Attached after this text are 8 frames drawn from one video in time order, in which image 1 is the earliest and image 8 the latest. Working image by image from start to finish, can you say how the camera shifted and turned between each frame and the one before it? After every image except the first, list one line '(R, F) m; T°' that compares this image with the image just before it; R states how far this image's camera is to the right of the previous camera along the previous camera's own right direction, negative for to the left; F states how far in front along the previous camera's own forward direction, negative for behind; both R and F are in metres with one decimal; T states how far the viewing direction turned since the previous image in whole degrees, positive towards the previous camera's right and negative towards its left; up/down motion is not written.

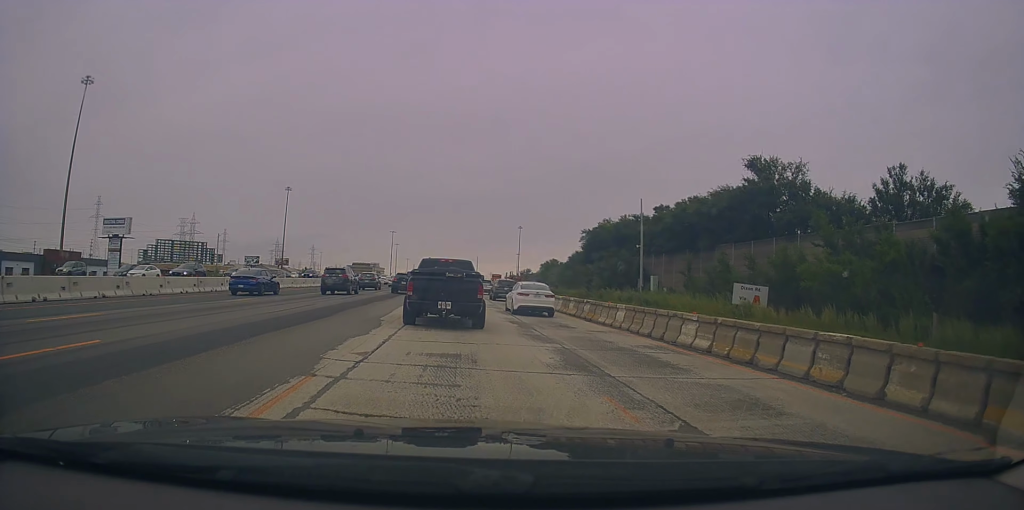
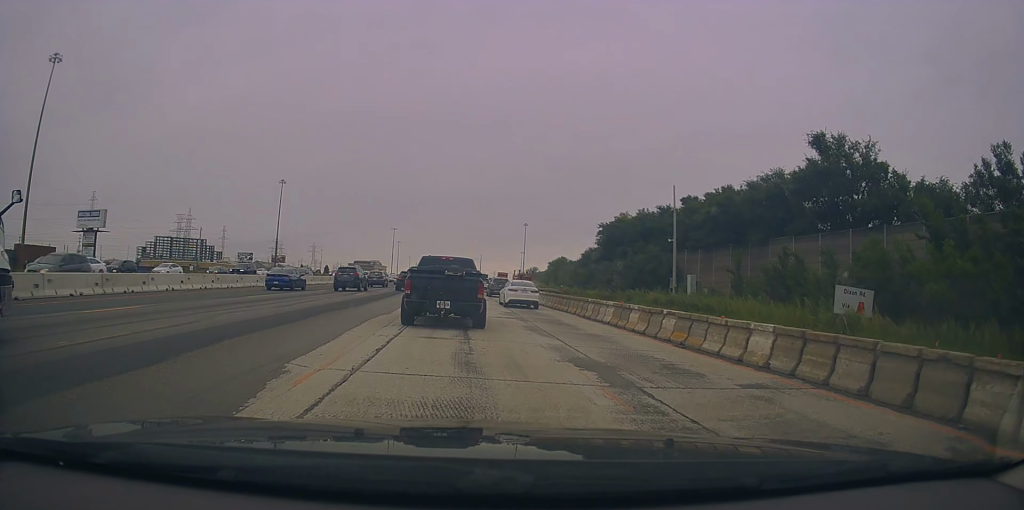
(-0.3, +9.5) m; -2°
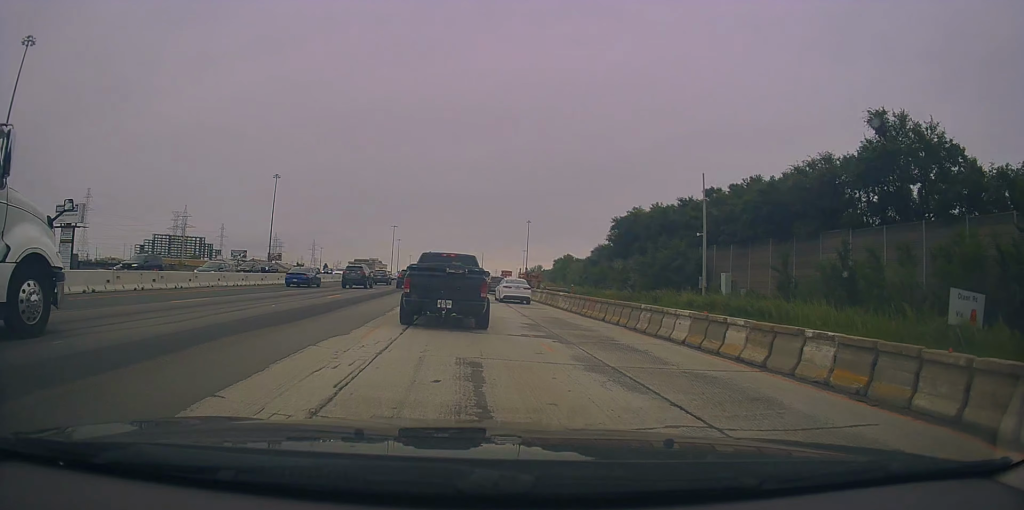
(-0.1, +7.0) m; 0°
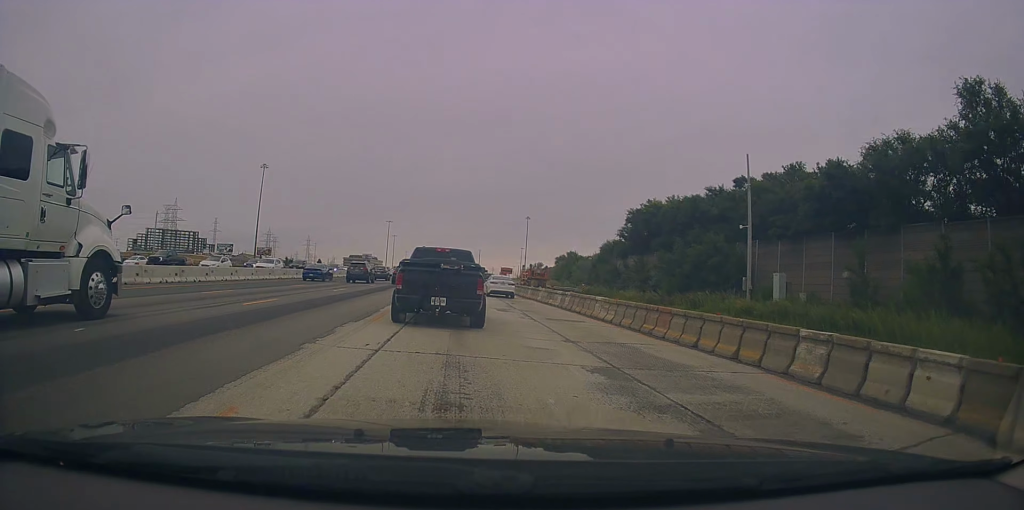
(+0.1, +9.1) m; 0°
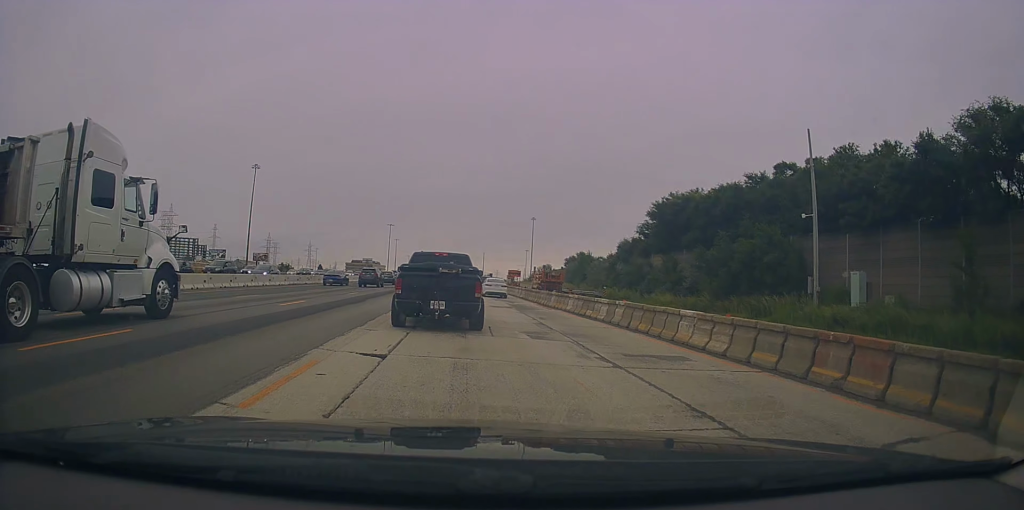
(0.0, +8.8) m; +2°
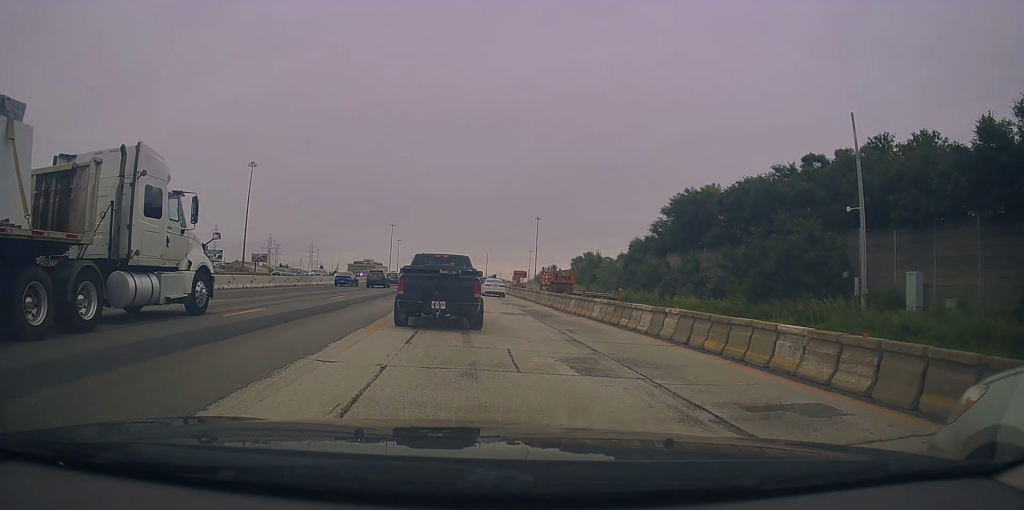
(+0.3, +4.8) m; -1°
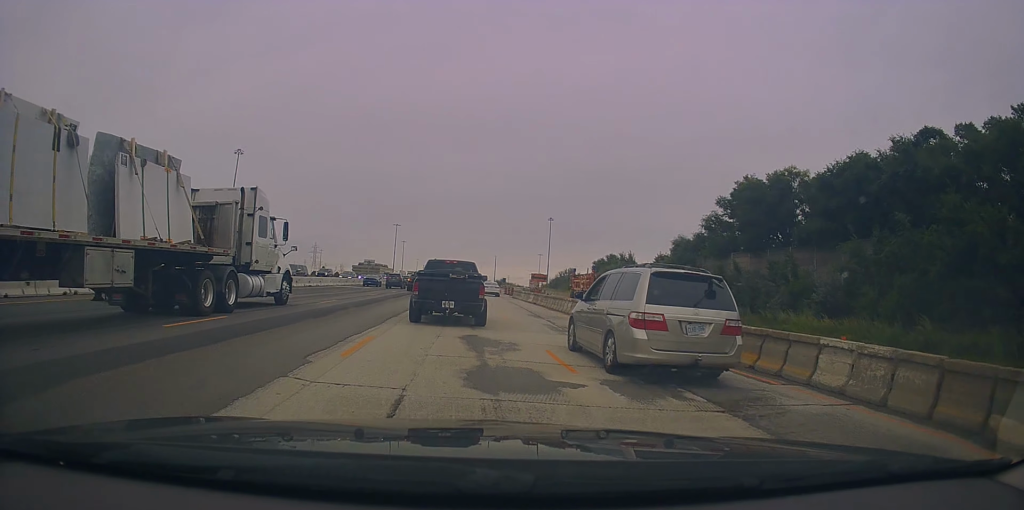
(-0.6, +15.3) m; 0°
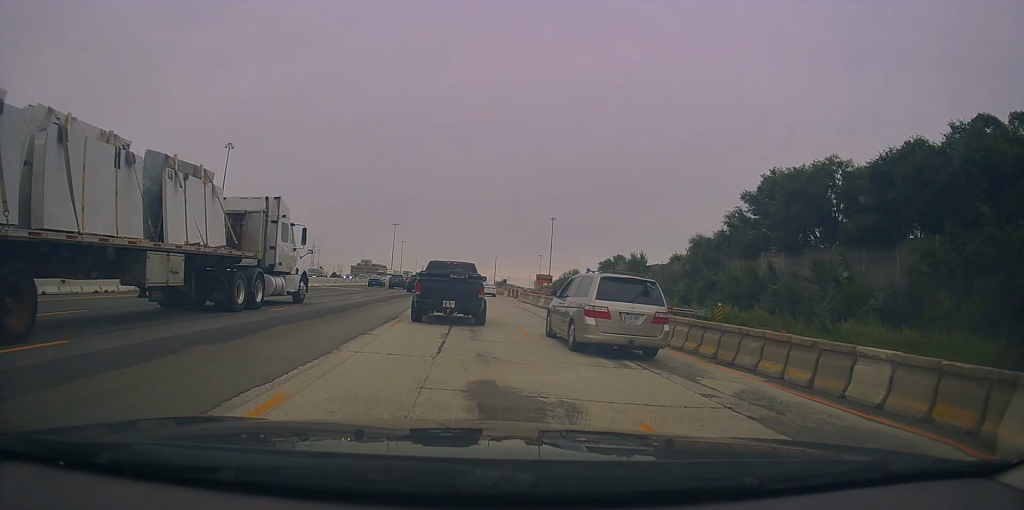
(+0.1, +6.0) m; +1°
